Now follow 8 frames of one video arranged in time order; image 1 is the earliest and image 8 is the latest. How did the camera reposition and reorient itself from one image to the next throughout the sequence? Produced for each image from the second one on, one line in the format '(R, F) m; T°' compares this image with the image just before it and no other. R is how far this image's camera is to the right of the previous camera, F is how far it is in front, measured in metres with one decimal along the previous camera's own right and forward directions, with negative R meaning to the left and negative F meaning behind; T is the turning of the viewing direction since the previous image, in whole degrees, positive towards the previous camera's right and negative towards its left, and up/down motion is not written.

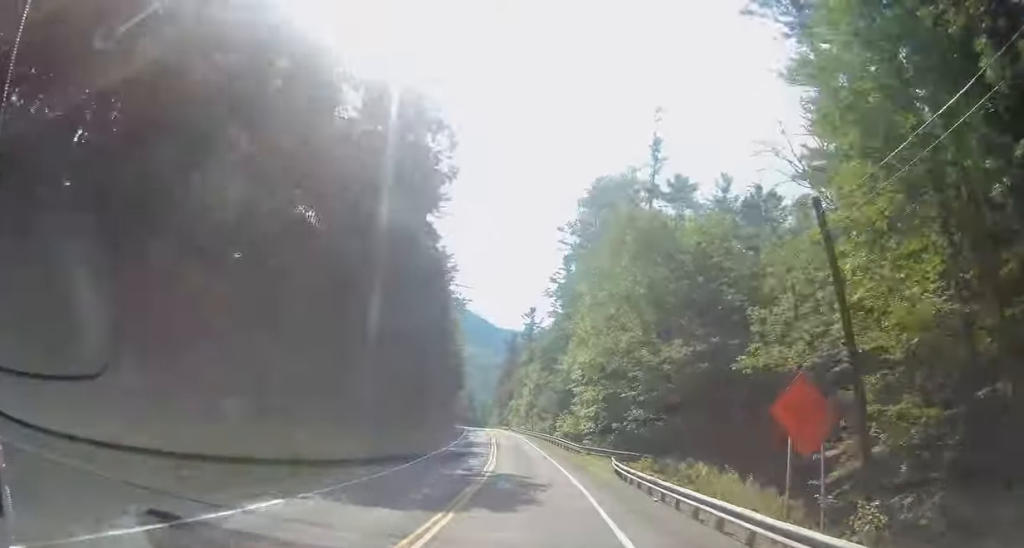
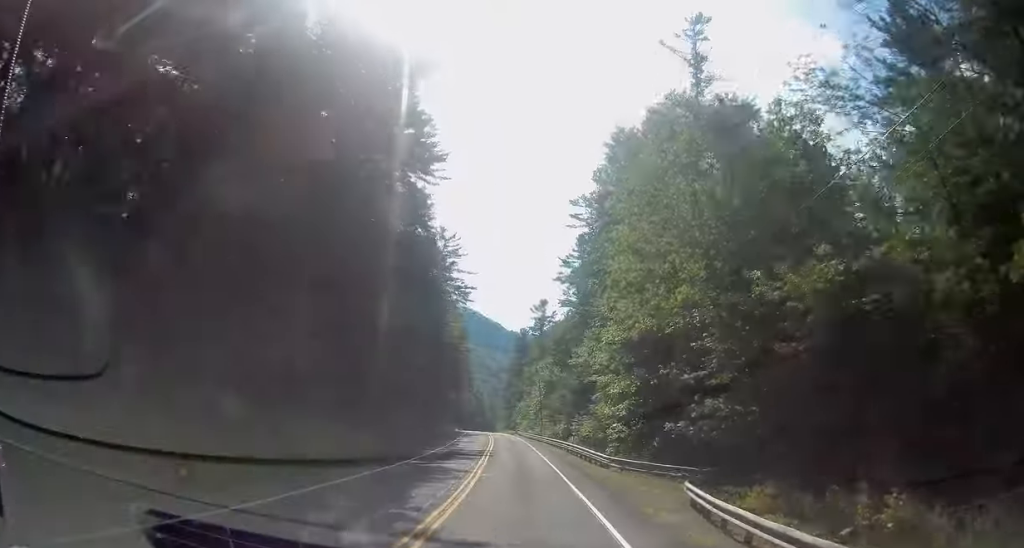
(-0.2, +13.9) m; -1°
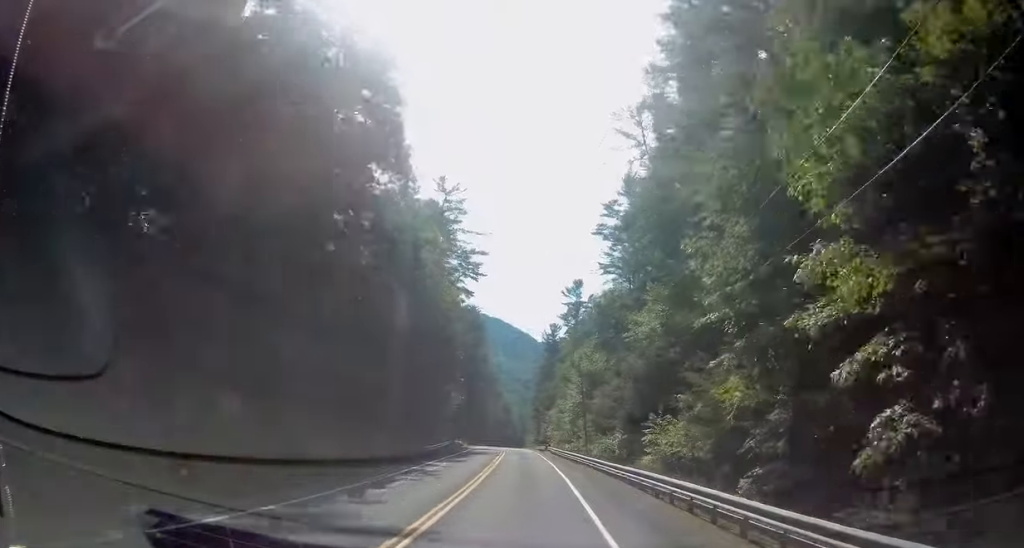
(-0.3, +29.6) m; -2°
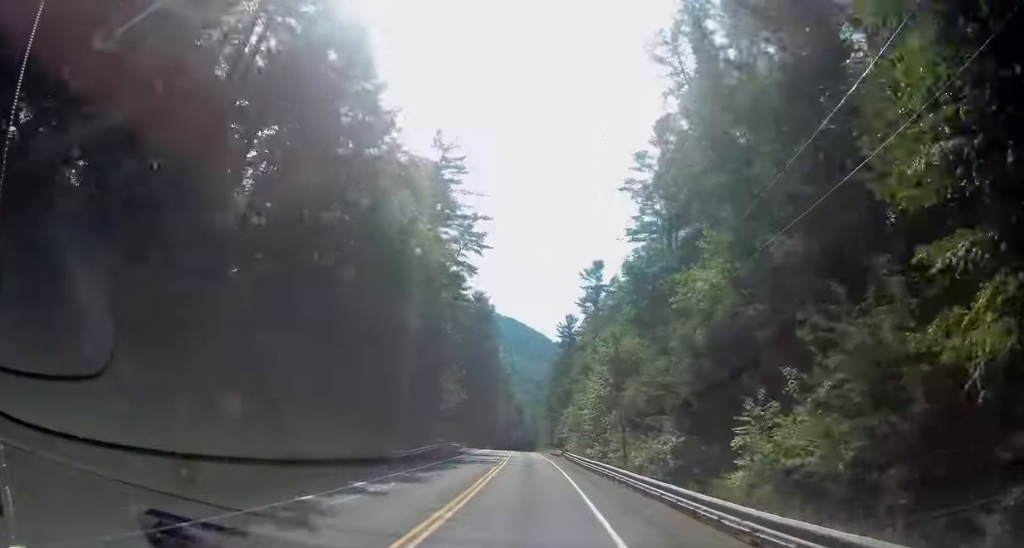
(-0.3, +14.8) m; -1°
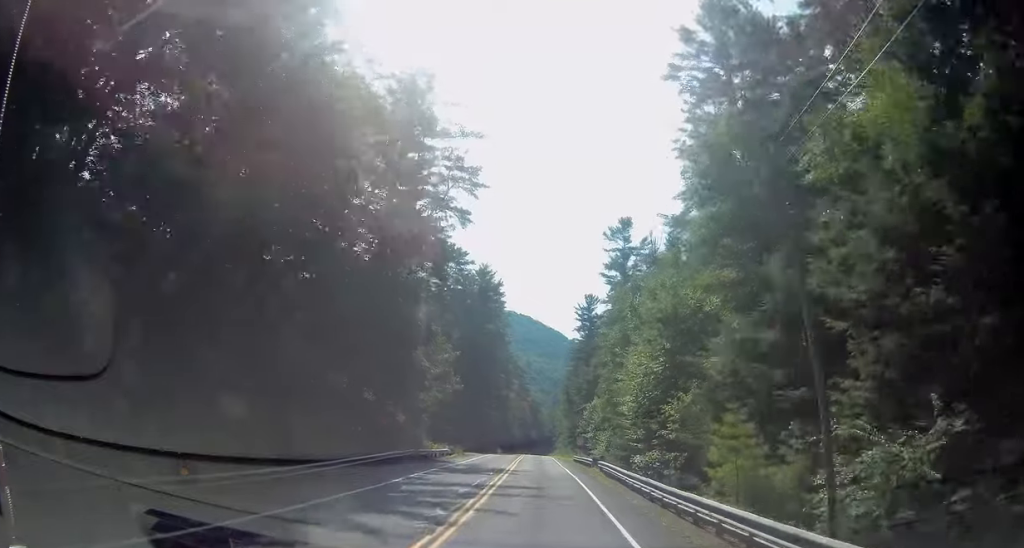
(+0.1, +21.3) m; 0°
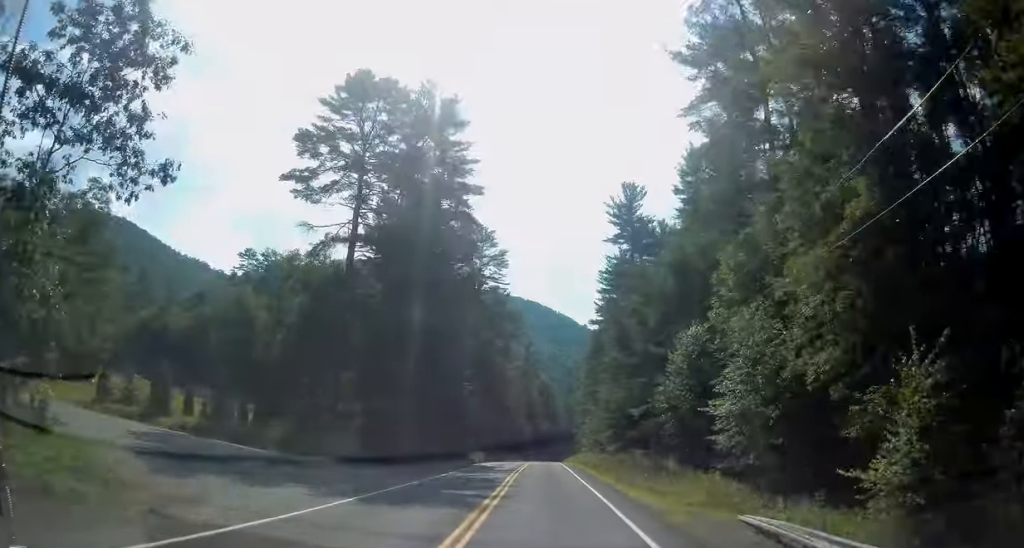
(-1.3, +57.2) m; -2°
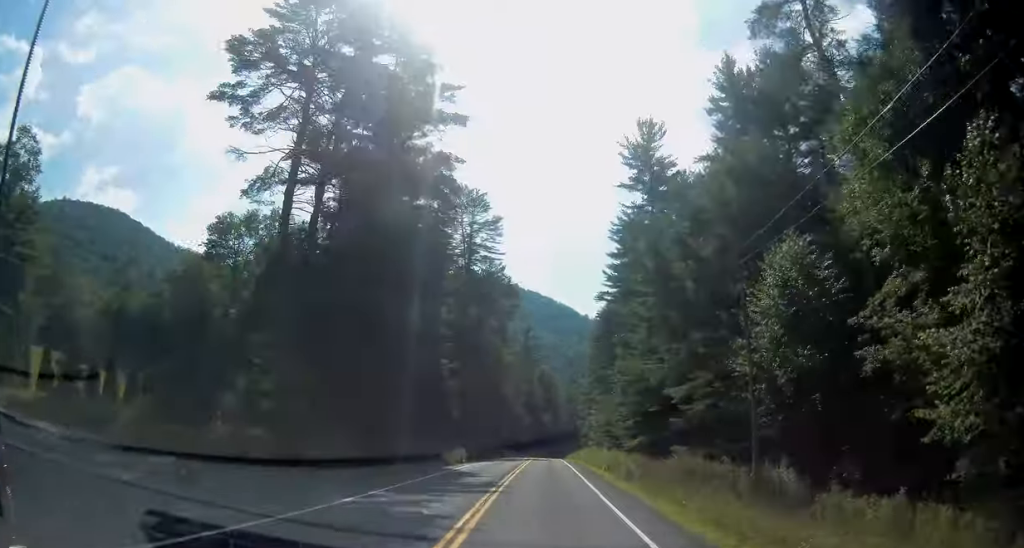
(0.0, +15.9) m; 0°
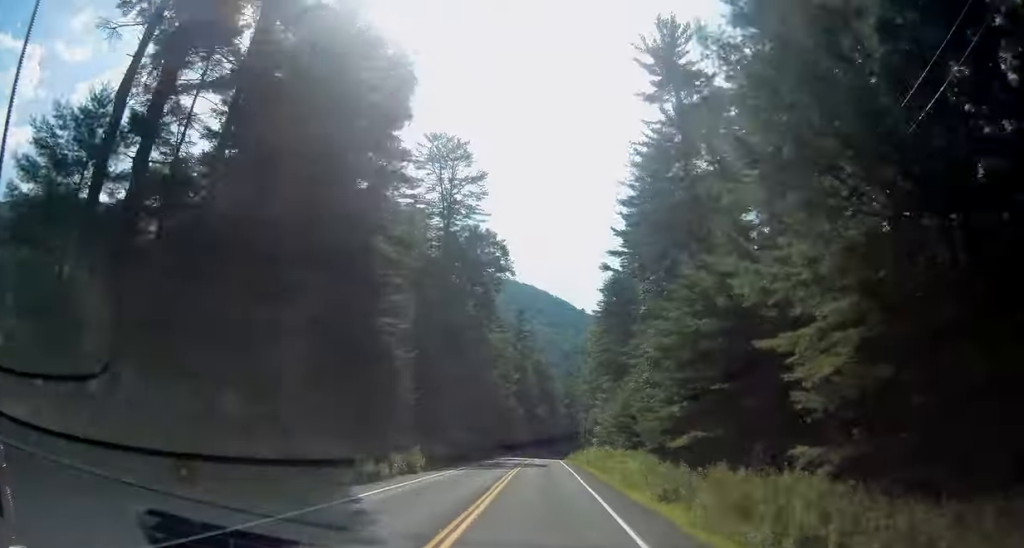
(0.0, +18.3) m; 0°
